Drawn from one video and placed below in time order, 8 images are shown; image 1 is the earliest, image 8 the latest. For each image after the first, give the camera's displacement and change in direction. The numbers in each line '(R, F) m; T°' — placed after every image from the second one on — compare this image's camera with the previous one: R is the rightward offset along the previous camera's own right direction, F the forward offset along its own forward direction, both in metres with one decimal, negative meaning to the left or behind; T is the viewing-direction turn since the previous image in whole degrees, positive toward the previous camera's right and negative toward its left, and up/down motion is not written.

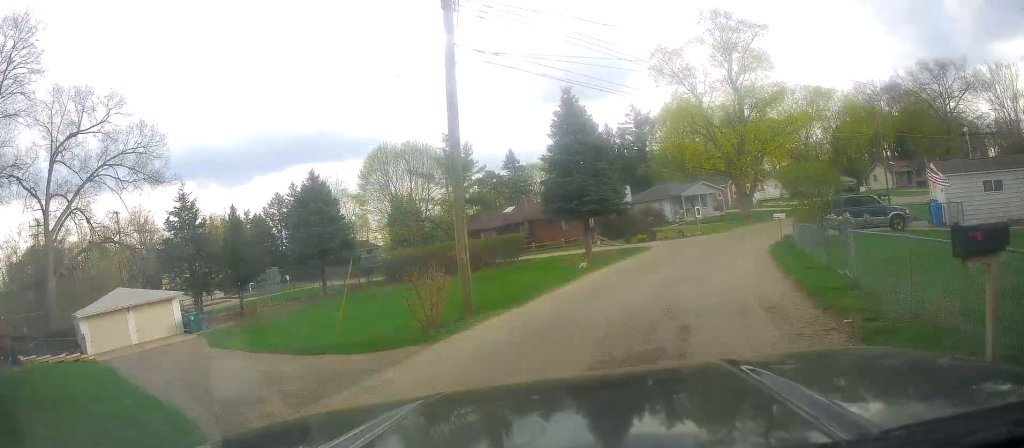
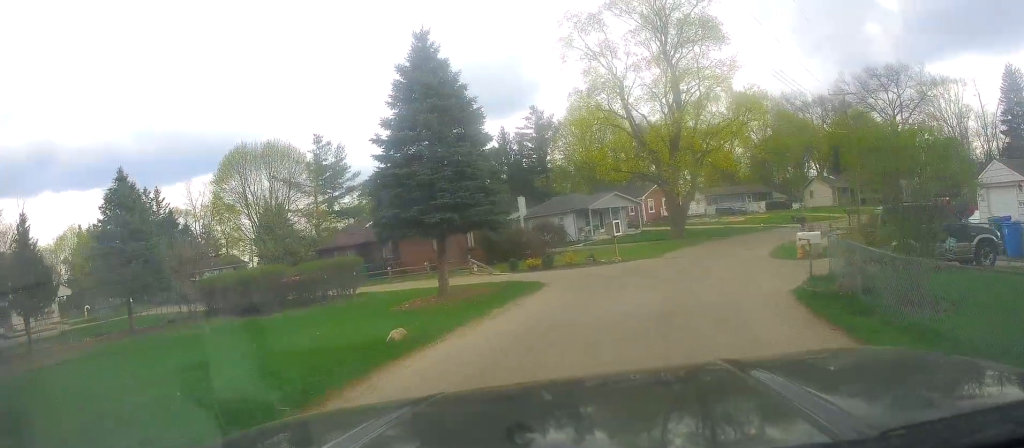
(+0.7, +12.3) m; +15°
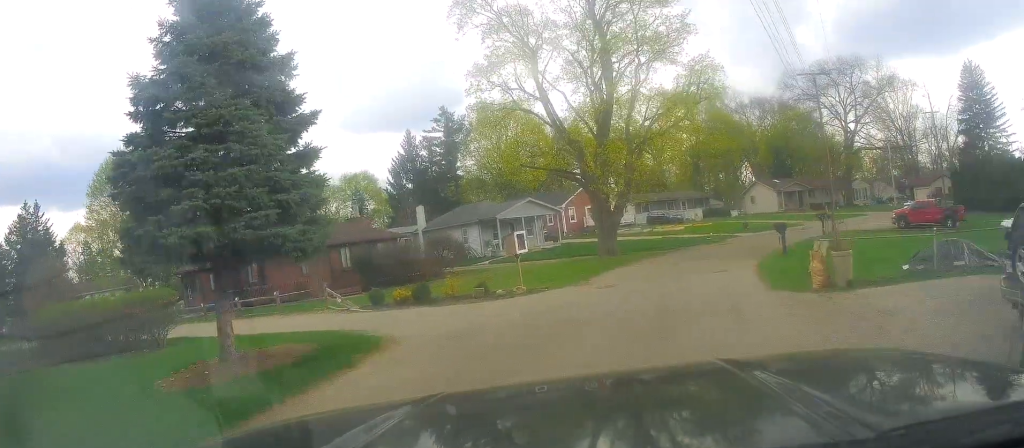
(+1.0, +8.6) m; +10°
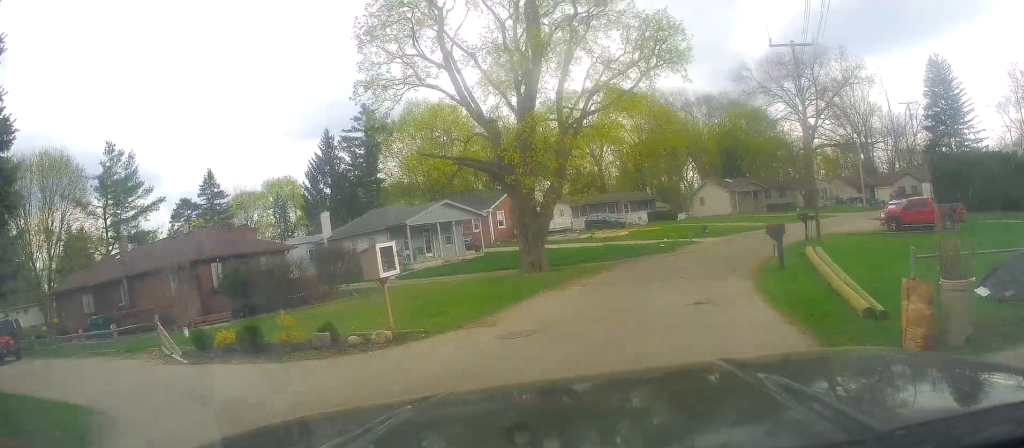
(+0.2, +6.6) m; +5°
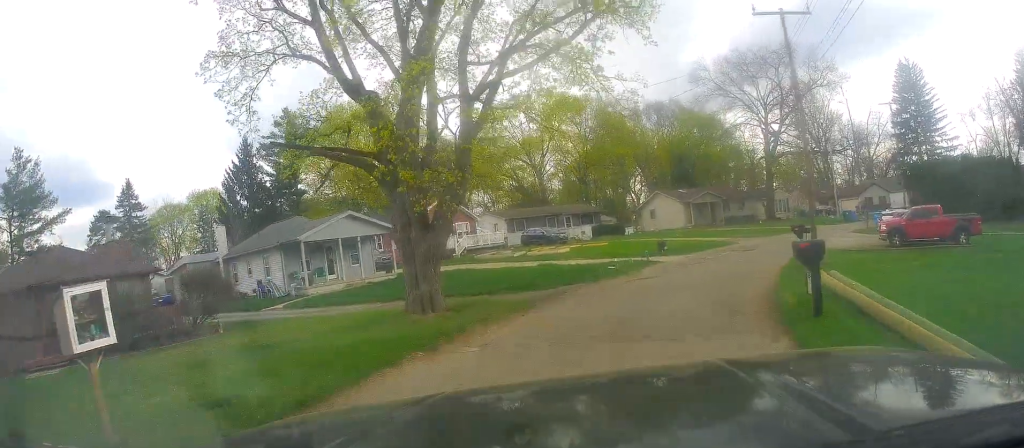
(+0.4, +6.6) m; +6°
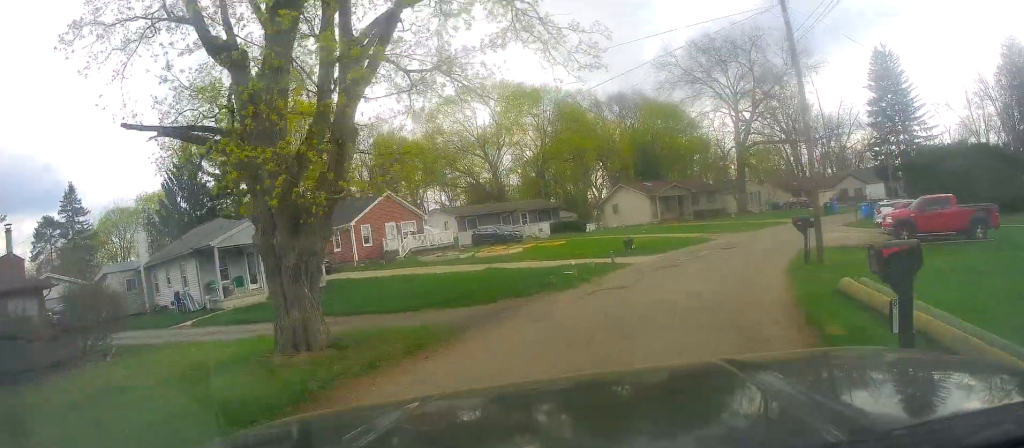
(+0.1, +4.4) m; +4°
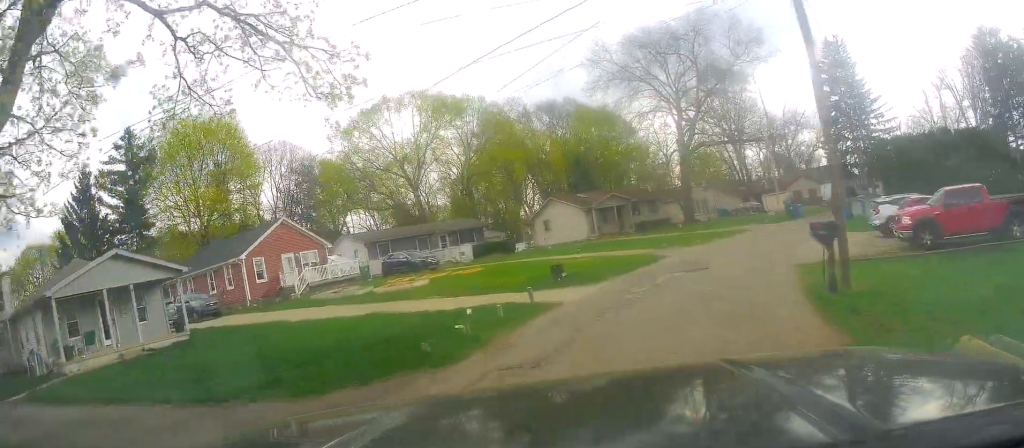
(+0.3, +6.6) m; +6°
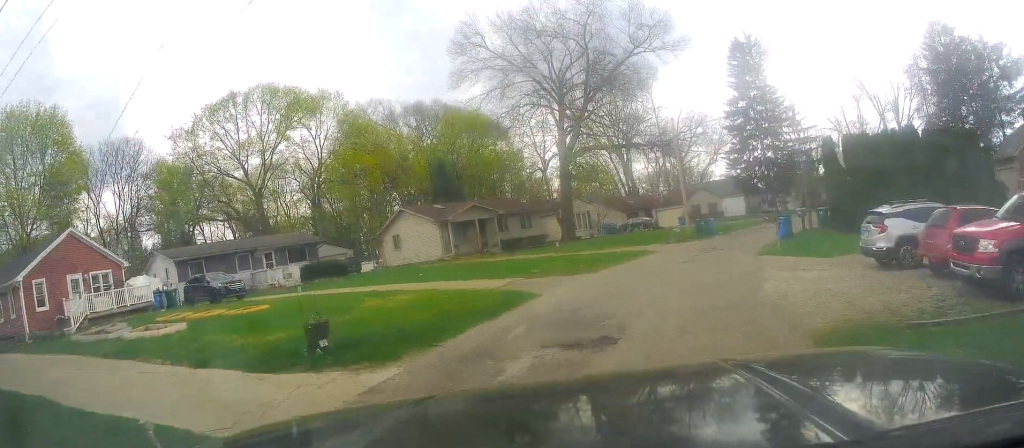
(+0.8, +9.7) m; +9°
